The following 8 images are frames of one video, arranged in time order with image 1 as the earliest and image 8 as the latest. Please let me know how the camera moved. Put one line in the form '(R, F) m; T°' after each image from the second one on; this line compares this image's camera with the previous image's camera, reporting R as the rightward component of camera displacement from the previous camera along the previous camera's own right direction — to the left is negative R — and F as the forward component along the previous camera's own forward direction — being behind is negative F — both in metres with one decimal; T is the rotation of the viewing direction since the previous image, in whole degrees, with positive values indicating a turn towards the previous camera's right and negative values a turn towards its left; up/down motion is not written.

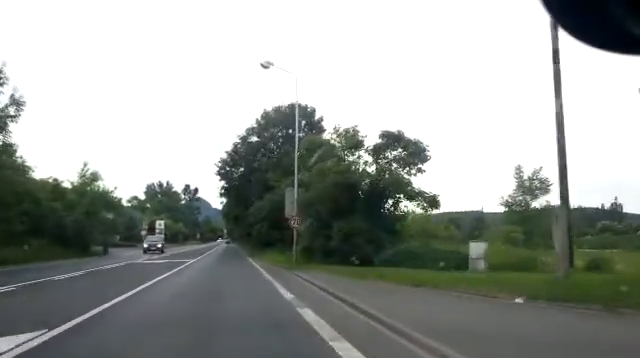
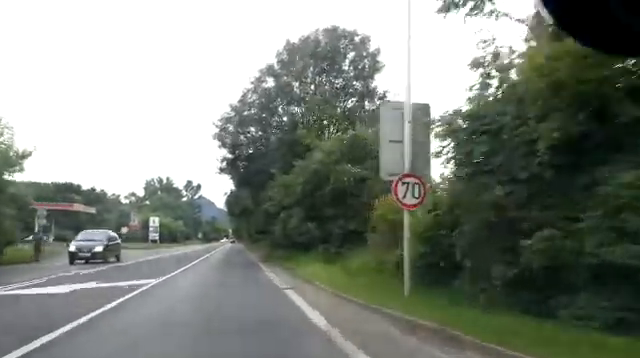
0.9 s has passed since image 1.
(-0.2, +16.3) m; 0°
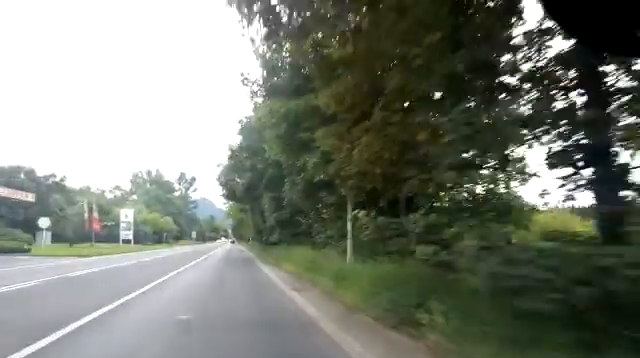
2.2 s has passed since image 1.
(+0.1, +25.1) m; 0°
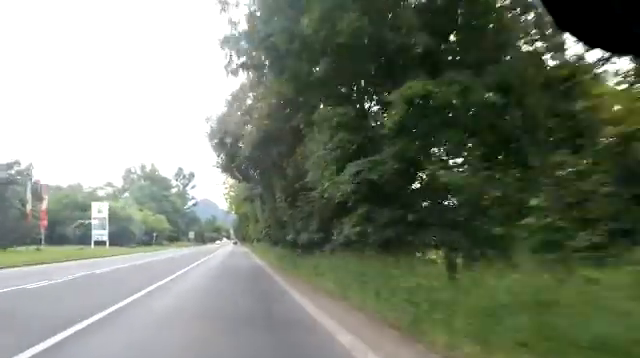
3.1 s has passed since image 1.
(0.0, +16.3) m; -1°
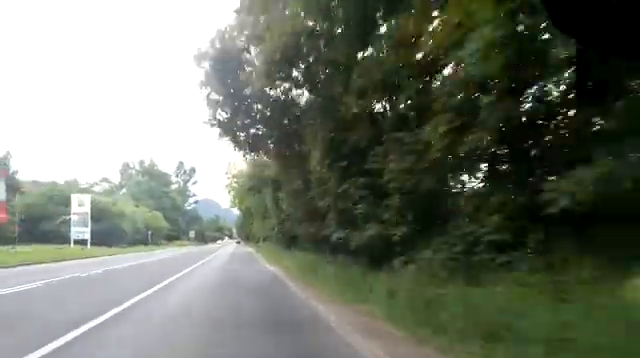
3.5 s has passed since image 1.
(-0.1, +8.6) m; 0°
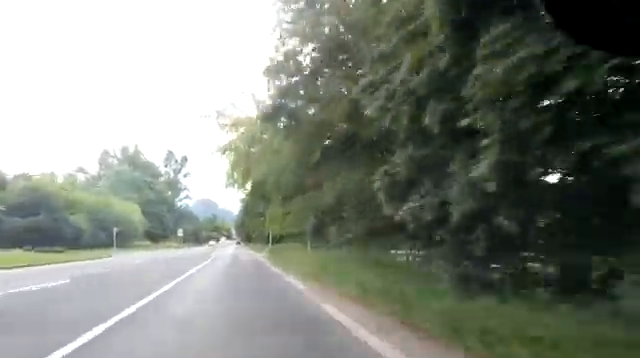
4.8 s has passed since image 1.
(0.0, +22.7) m; 0°
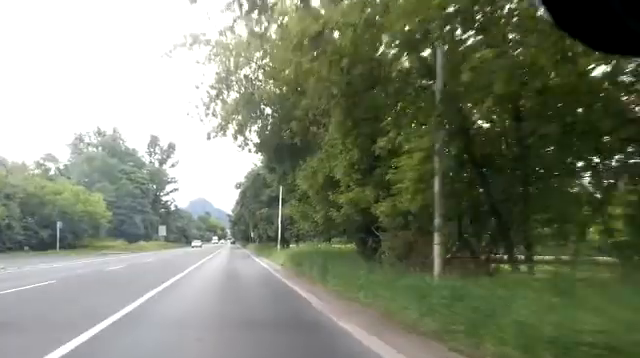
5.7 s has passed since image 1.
(-0.1, +17.0) m; 0°
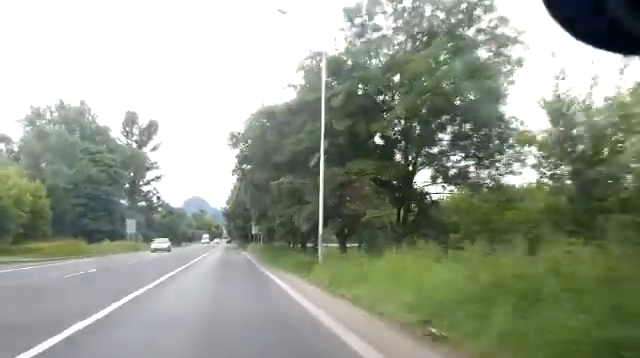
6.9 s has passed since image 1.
(+0.2, +20.9) m; +1°
